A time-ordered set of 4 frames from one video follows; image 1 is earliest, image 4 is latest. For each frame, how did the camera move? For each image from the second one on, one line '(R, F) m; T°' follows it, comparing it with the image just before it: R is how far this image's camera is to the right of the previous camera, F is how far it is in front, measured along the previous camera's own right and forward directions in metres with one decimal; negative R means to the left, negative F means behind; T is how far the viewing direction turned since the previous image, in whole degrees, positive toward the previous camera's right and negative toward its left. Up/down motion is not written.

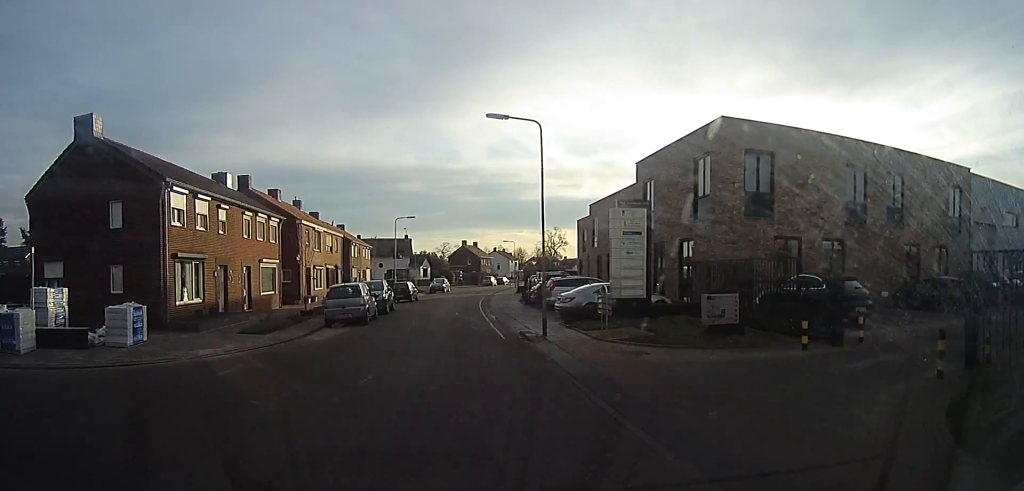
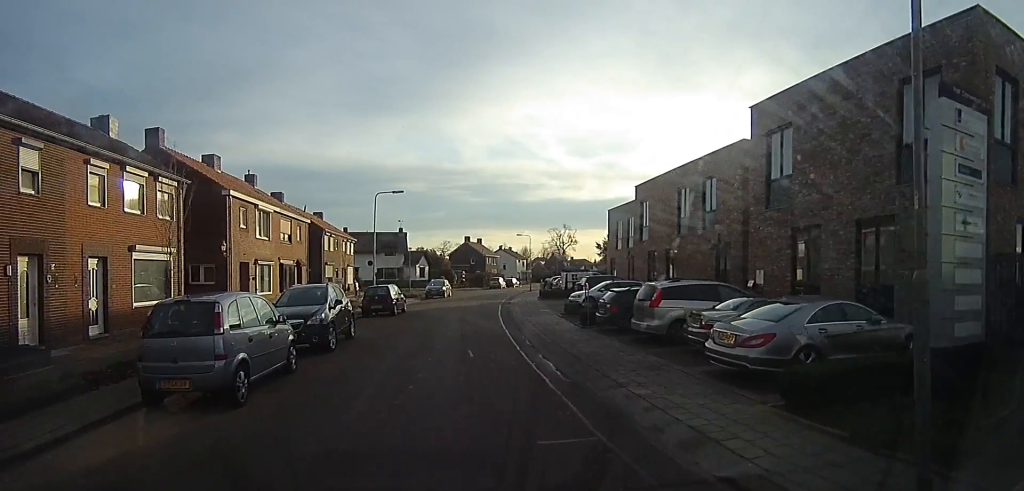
(0.0, +12.4) m; 0°
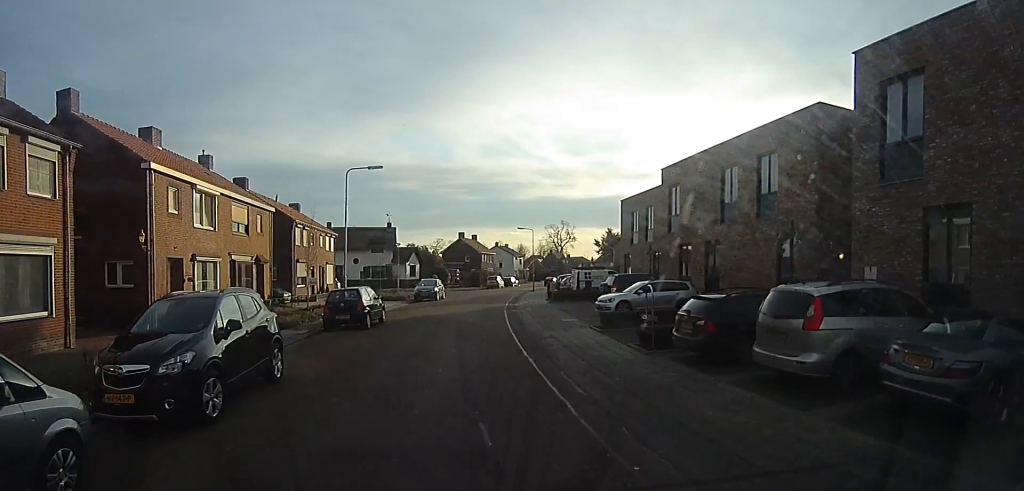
(0.0, +6.2) m; 0°
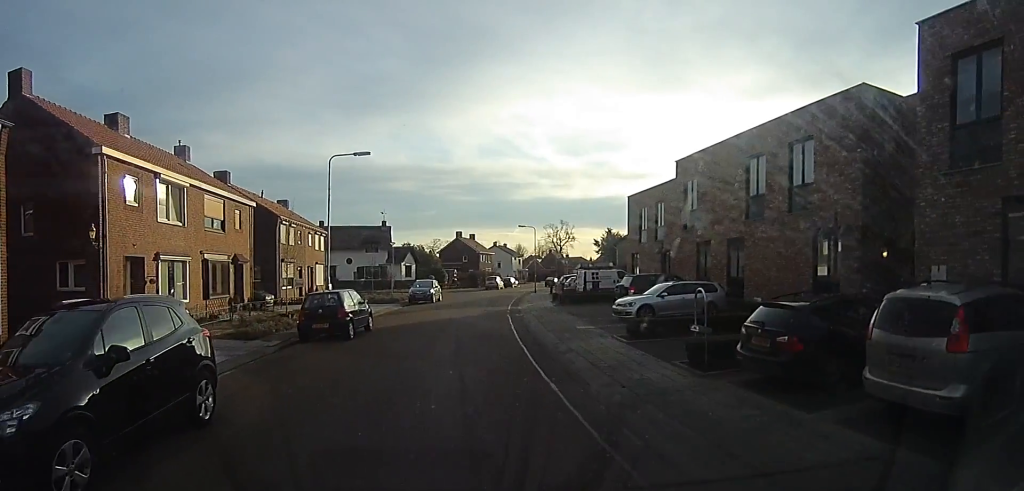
(0.0, +2.7) m; 0°
